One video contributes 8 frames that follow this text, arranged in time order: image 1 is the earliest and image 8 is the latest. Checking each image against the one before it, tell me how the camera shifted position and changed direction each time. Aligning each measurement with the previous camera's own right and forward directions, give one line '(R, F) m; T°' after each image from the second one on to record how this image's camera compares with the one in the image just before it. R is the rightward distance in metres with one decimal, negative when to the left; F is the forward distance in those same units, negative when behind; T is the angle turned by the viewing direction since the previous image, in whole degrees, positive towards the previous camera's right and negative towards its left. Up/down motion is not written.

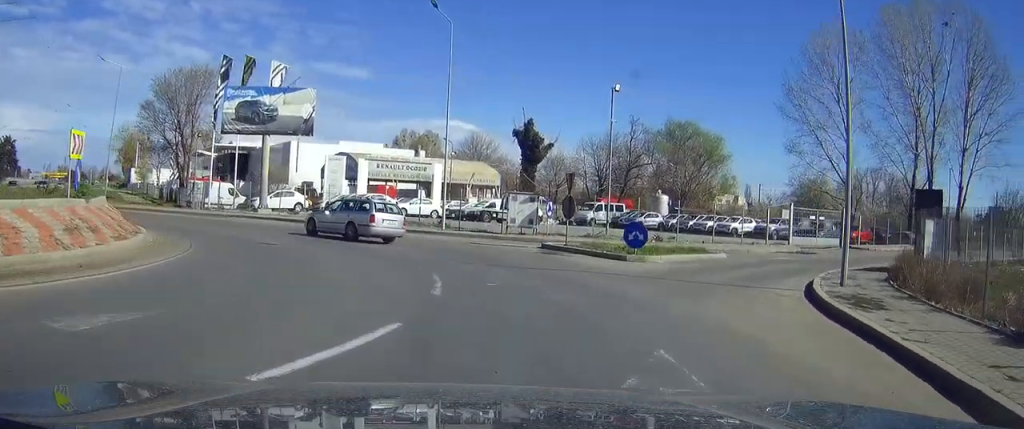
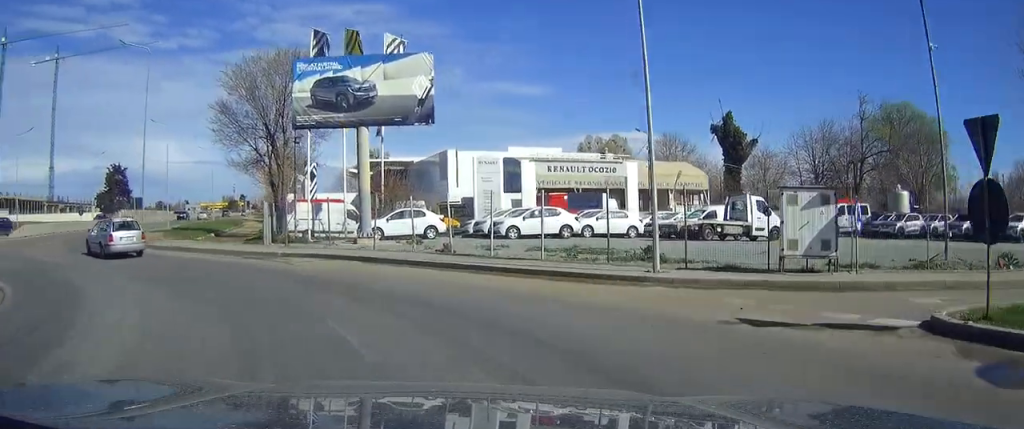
(-0.1, +15.6) m; -11°
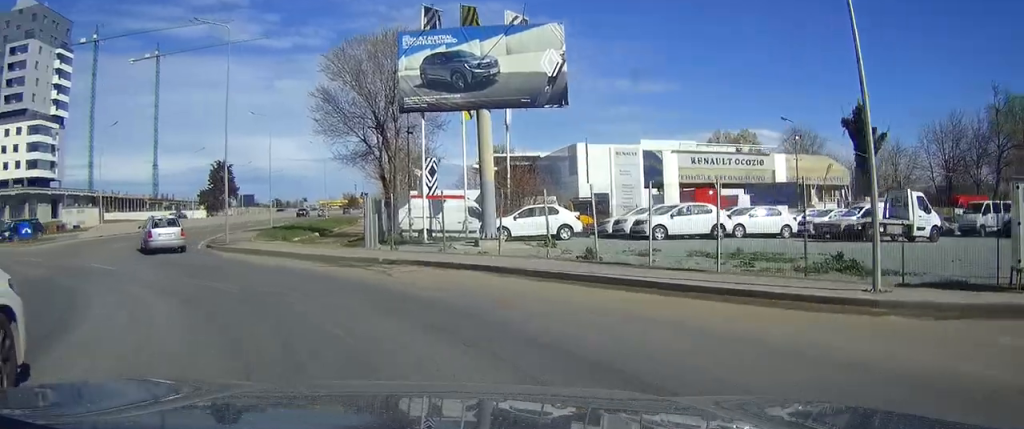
(+0.2, +4.2) m; -10°
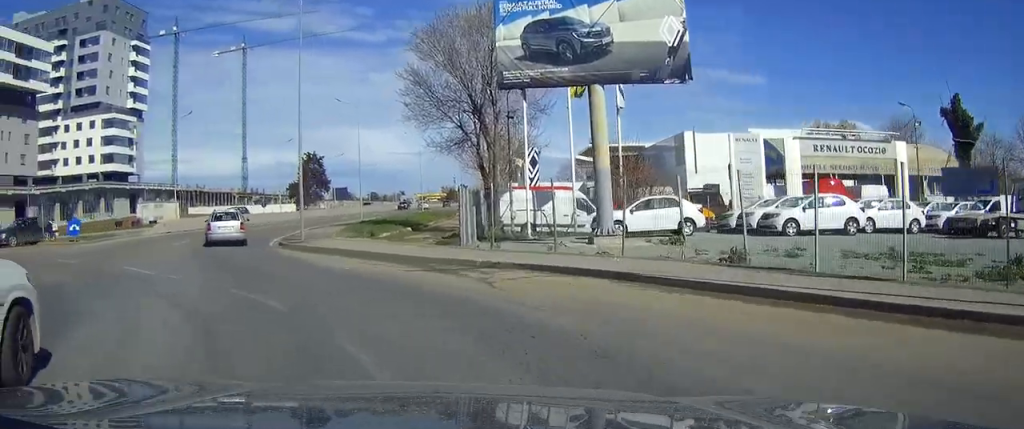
(-0.6, +3.5) m; -9°
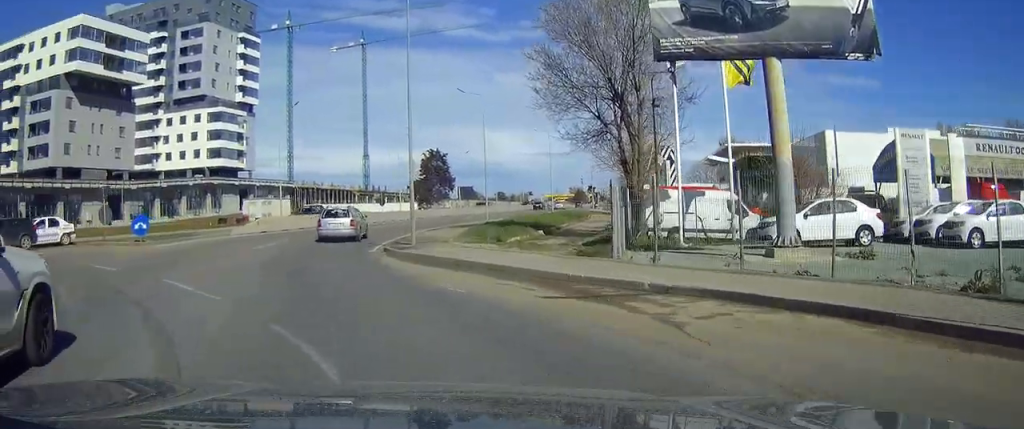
(-0.1, +4.4) m; -11°
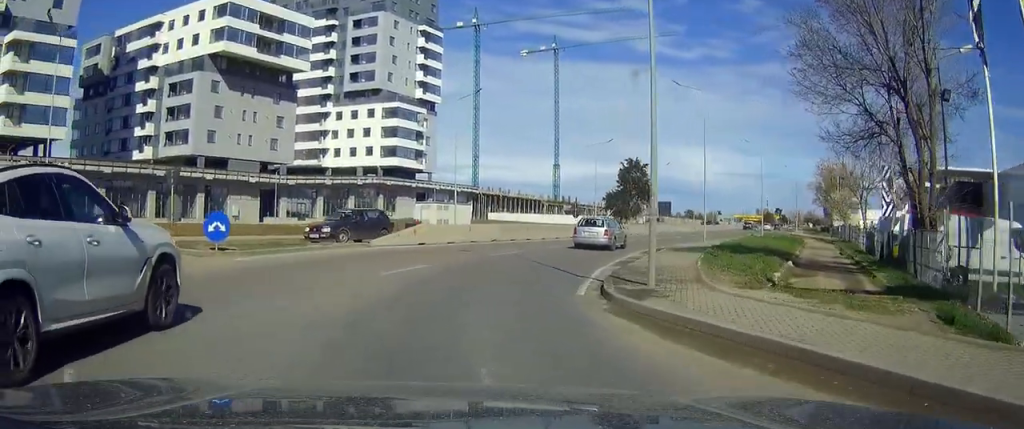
(-1.6, +9.1) m; -11°
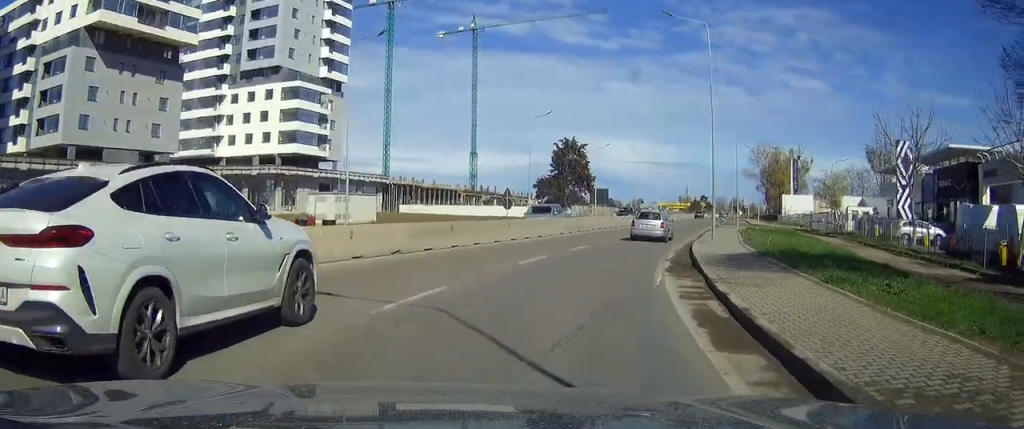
(0.0, +14.2) m; +4°
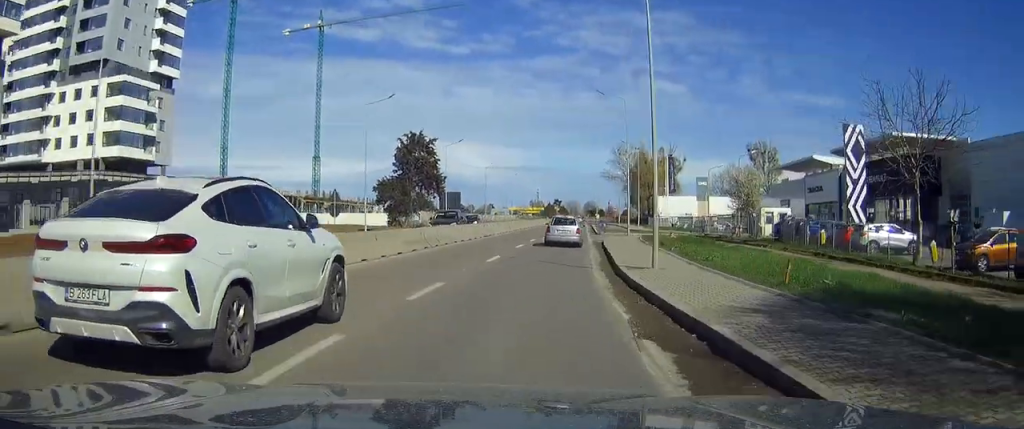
(+0.8, +11.8) m; +8°
